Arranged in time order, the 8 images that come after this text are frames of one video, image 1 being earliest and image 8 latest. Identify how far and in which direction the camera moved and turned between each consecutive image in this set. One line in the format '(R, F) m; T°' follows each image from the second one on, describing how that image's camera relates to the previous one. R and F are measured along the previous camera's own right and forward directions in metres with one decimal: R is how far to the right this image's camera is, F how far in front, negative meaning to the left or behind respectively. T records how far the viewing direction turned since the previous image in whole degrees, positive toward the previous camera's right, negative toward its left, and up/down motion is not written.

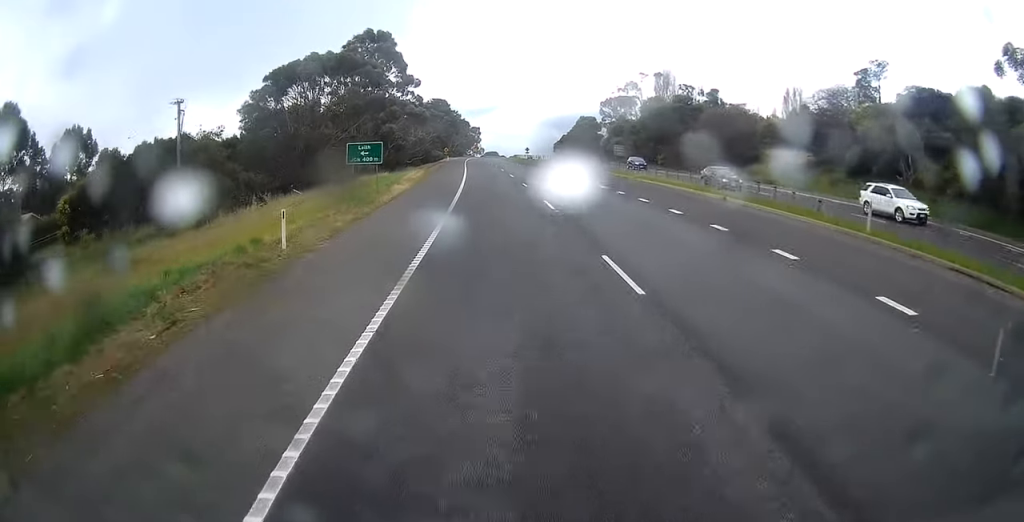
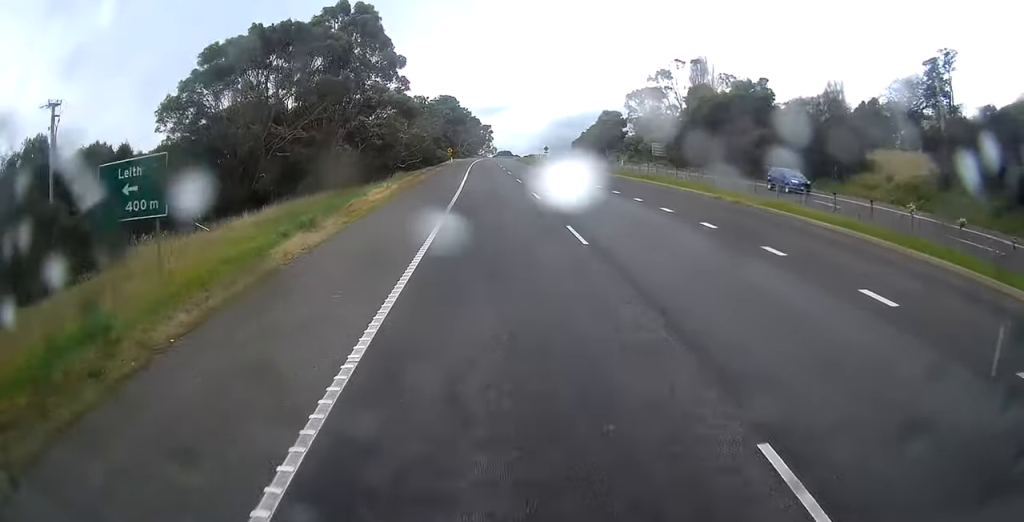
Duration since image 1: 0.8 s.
(-0.1, +19.3) m; -2°
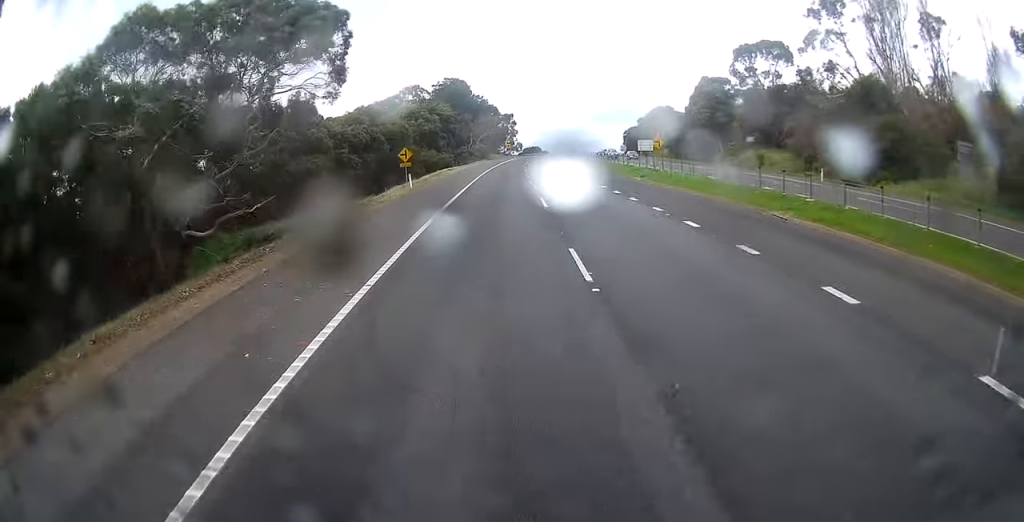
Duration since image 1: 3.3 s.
(-2.5, +62.6) m; -3°
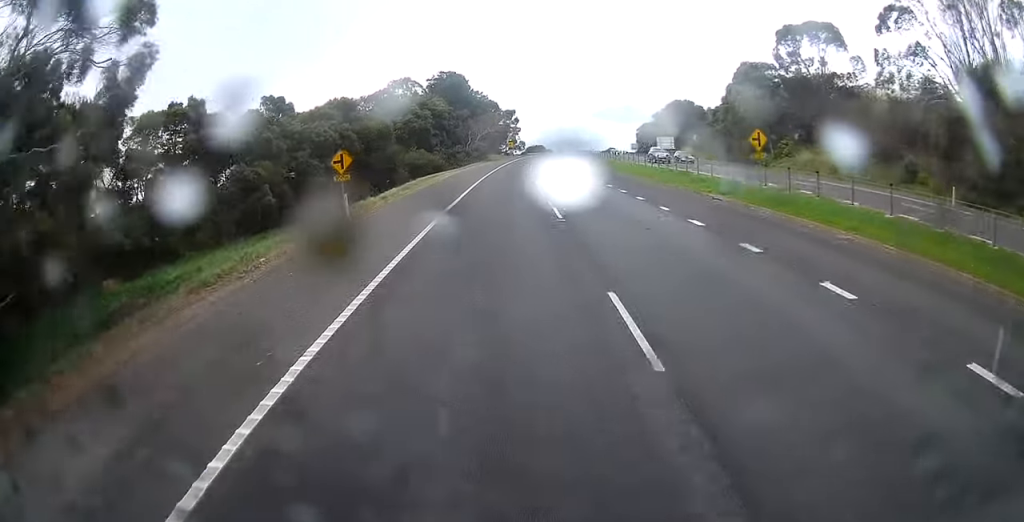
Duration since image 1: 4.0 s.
(-0.4, +15.9) m; 0°
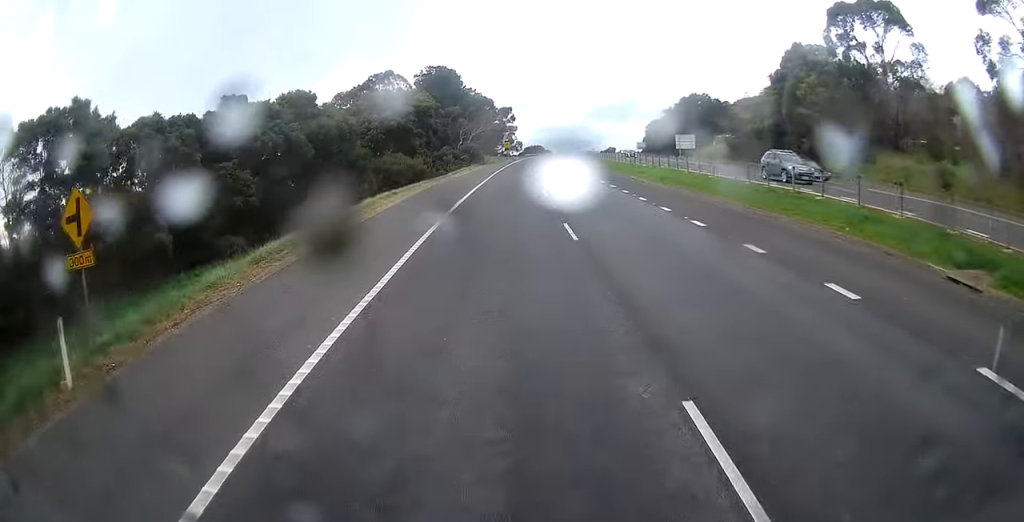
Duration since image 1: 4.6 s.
(+0.1, +16.0) m; 0°
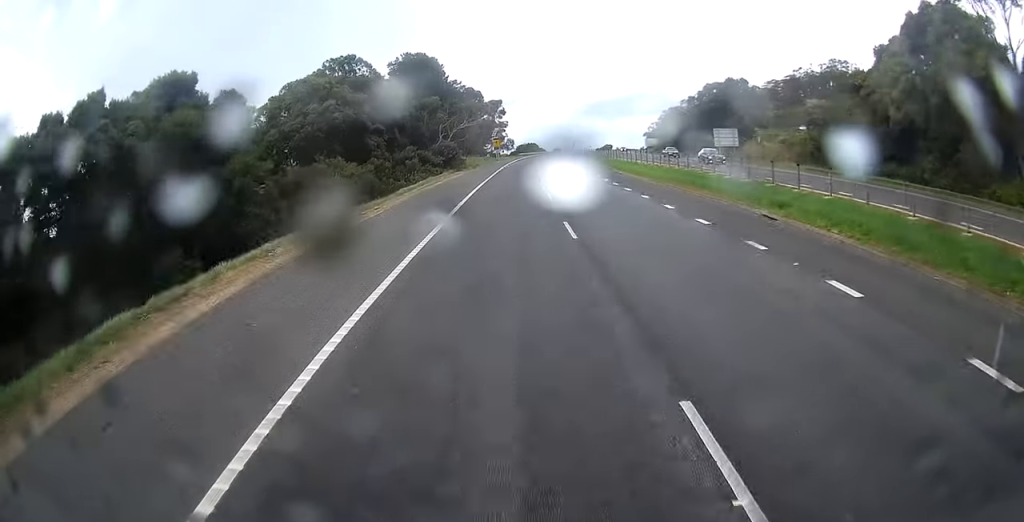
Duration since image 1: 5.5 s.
(0.0, +23.5) m; 0°
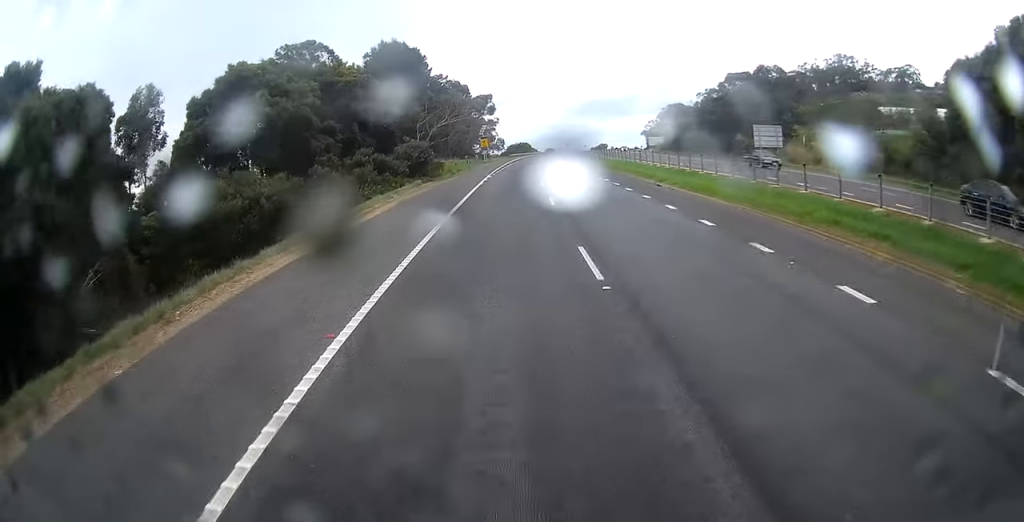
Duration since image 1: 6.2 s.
(-0.2, +16.5) m; 0°
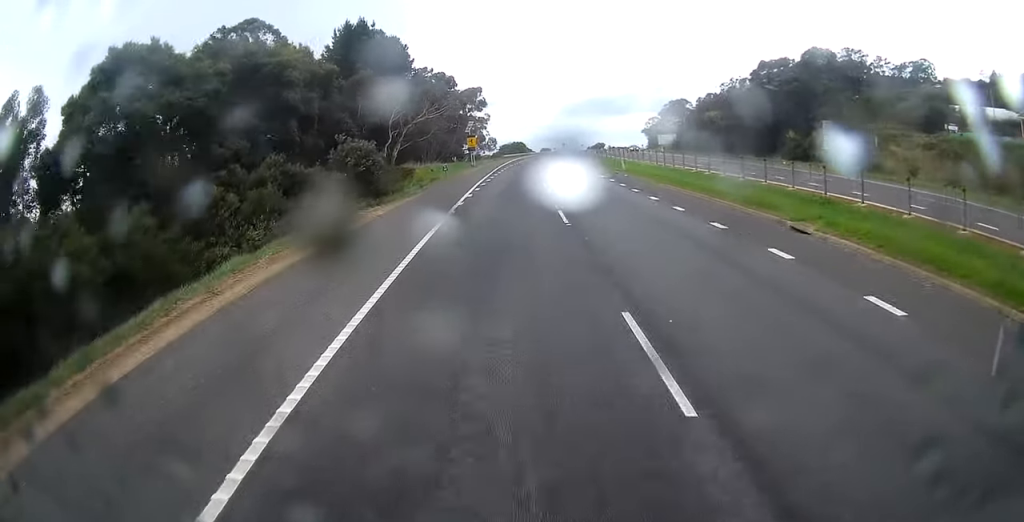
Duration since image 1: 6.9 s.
(+0.2, +16.6) m; +2°
